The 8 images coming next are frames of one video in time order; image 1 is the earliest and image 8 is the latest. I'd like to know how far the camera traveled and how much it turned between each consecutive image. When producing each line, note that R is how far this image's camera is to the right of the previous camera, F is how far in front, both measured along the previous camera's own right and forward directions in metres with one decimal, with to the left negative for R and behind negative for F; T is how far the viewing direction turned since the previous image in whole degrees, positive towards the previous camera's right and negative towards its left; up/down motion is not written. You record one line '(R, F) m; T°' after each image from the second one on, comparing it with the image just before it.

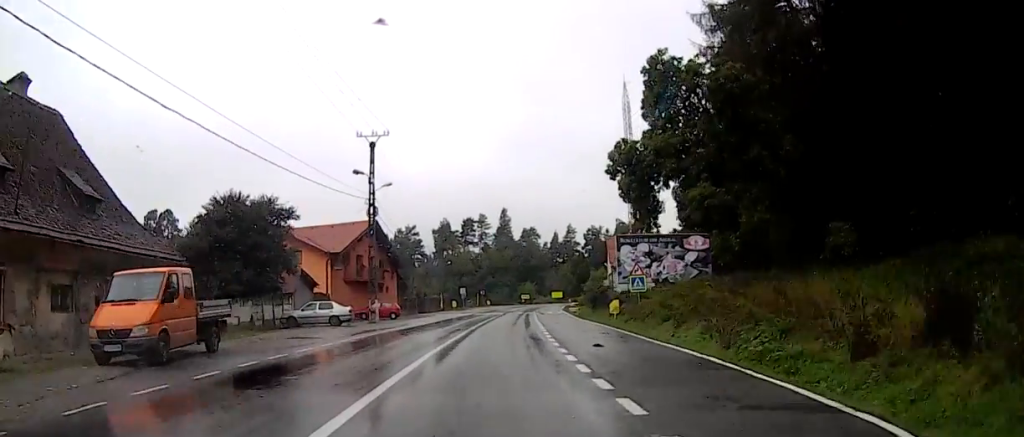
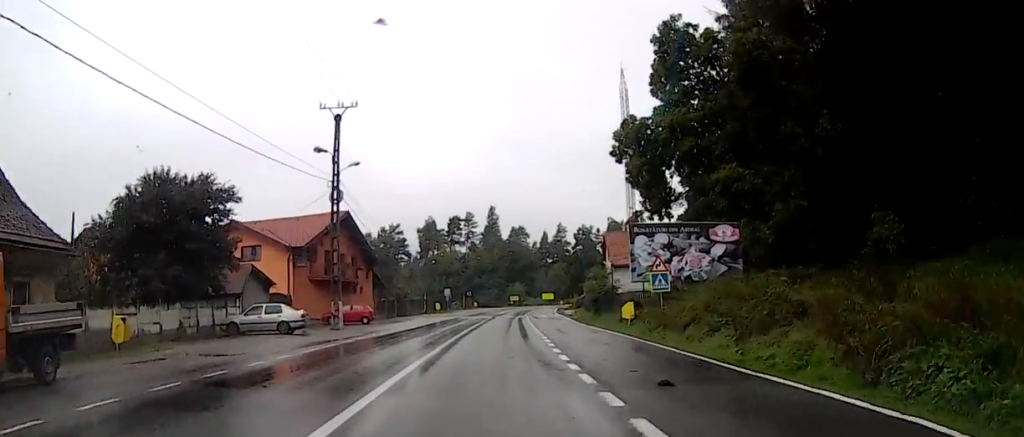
(+0.2, +8.1) m; +1°
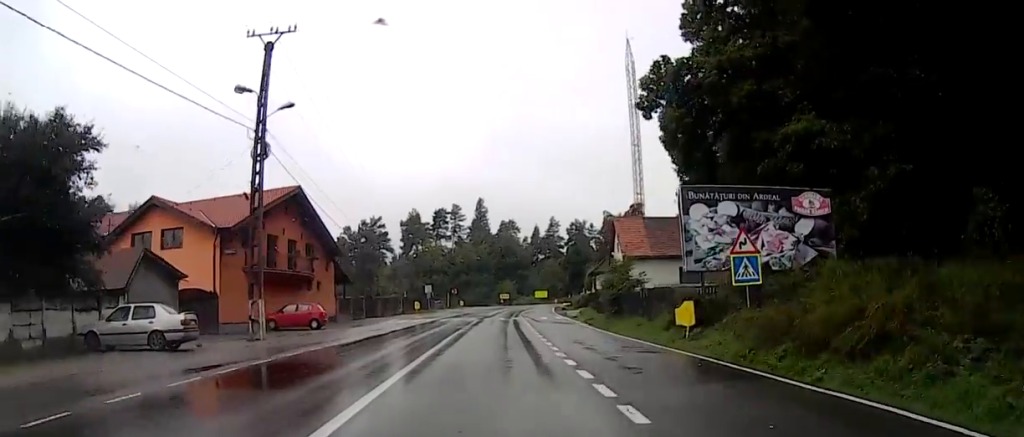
(0.0, +11.8) m; 0°
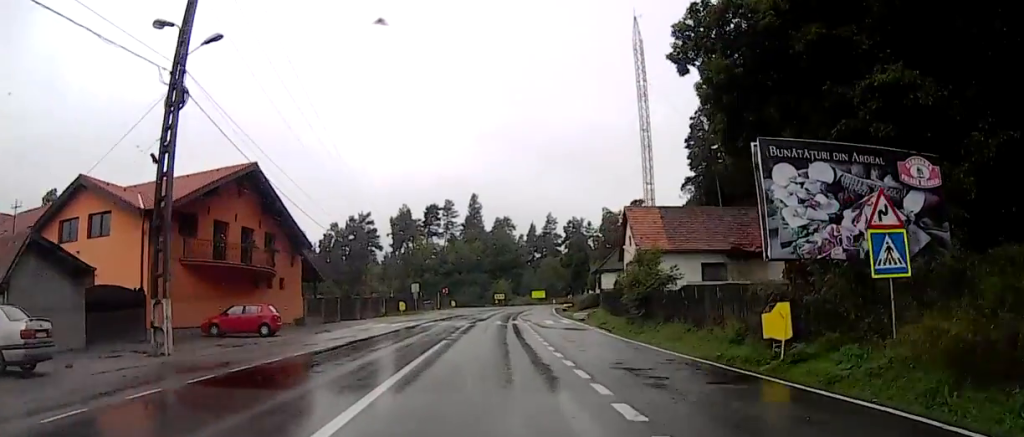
(0.0, +7.9) m; 0°
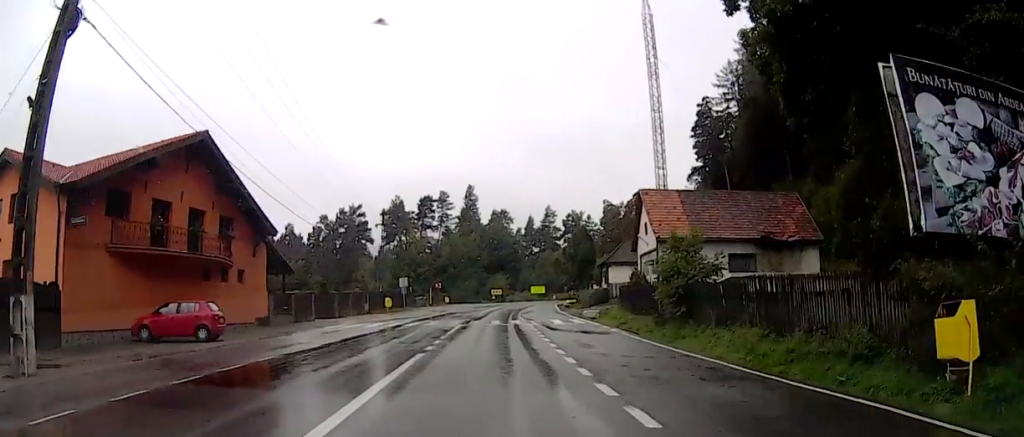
(0.0, +6.8) m; 0°
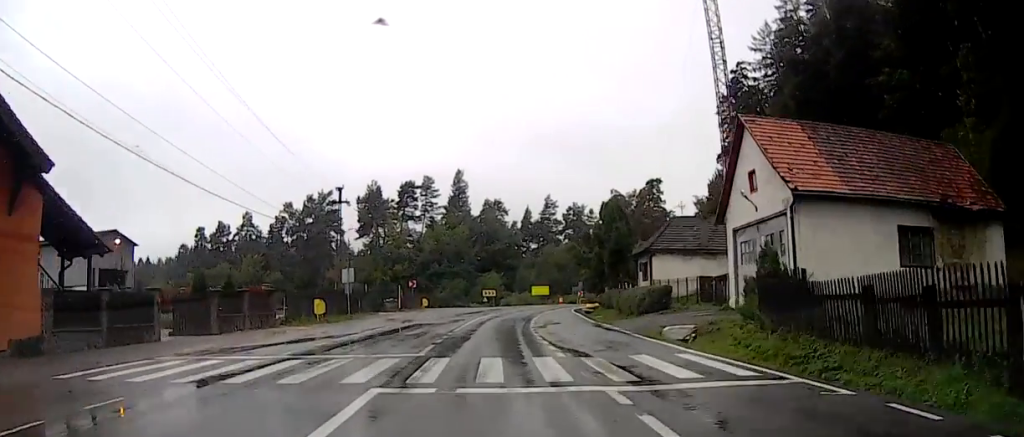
(0.0, +22.6) m; 0°
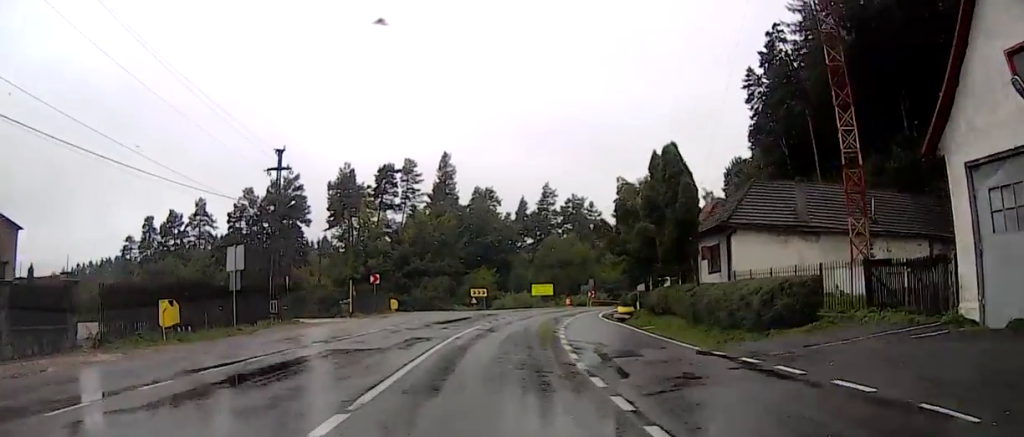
(0.0, +19.3) m; +1°
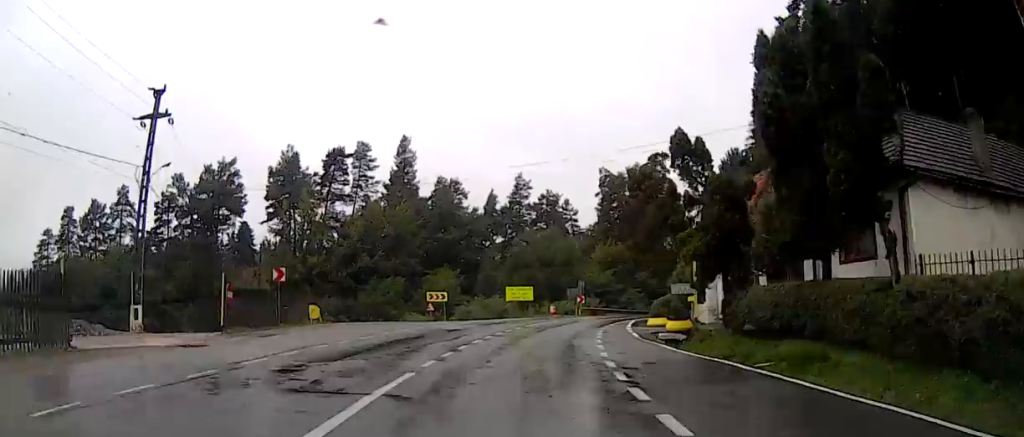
(+0.4, +14.1) m; +5°
